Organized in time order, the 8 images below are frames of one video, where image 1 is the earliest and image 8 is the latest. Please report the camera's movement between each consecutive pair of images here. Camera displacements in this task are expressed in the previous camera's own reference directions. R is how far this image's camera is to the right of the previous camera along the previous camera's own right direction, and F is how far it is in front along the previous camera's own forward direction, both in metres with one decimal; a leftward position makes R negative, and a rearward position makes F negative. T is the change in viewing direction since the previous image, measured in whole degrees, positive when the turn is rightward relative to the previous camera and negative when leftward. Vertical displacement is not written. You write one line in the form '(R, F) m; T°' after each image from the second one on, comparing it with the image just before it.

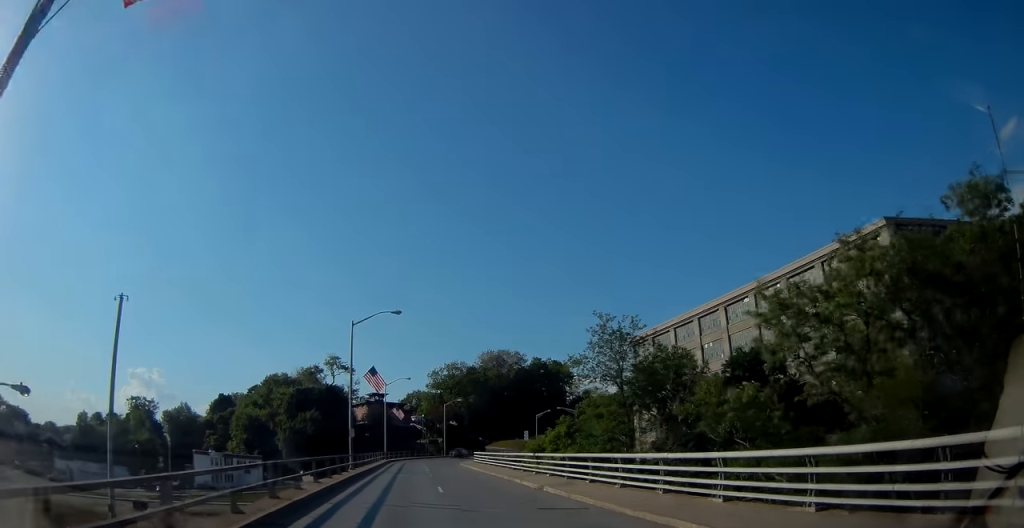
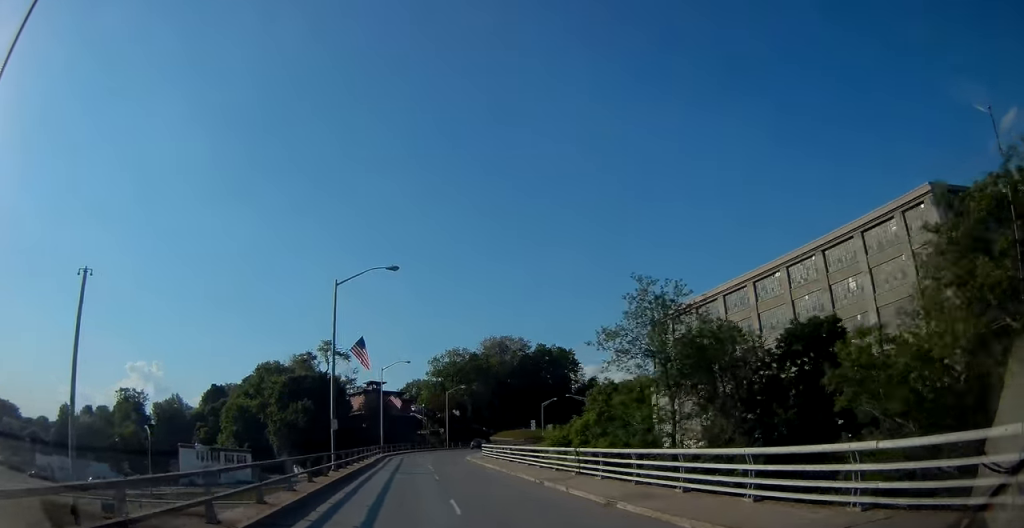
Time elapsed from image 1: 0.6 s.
(0.0, +7.6) m; 0°
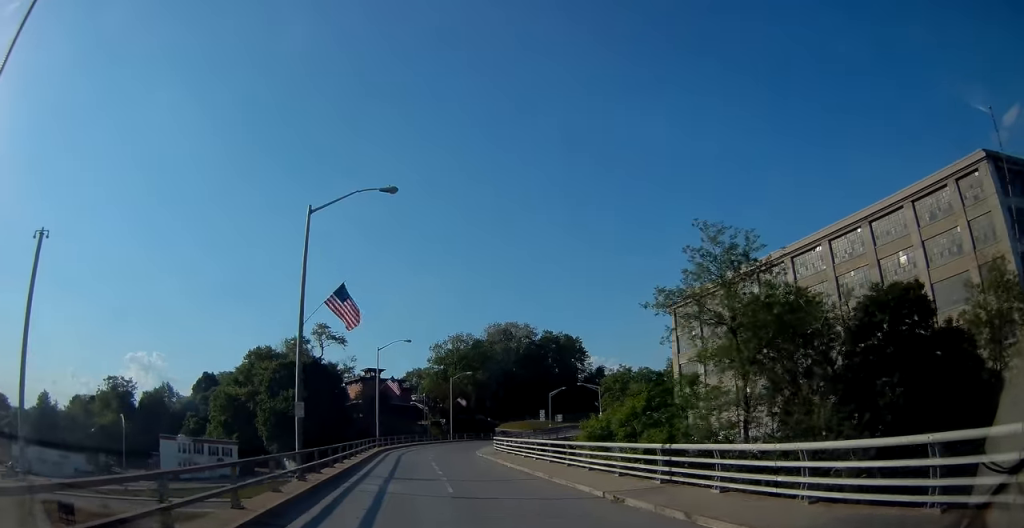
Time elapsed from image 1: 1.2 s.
(0.0, +8.3) m; 0°
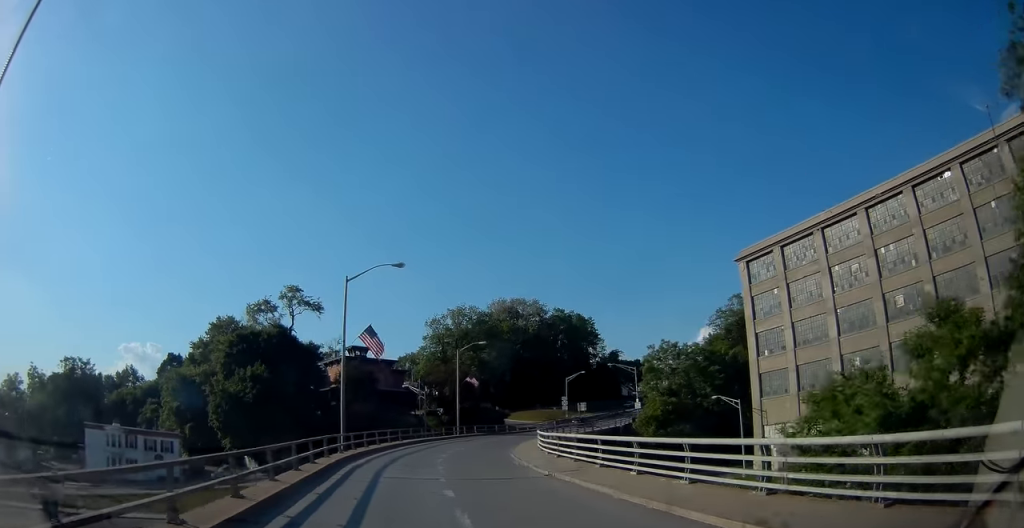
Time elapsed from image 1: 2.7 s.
(+0.1, +21.2) m; +1°
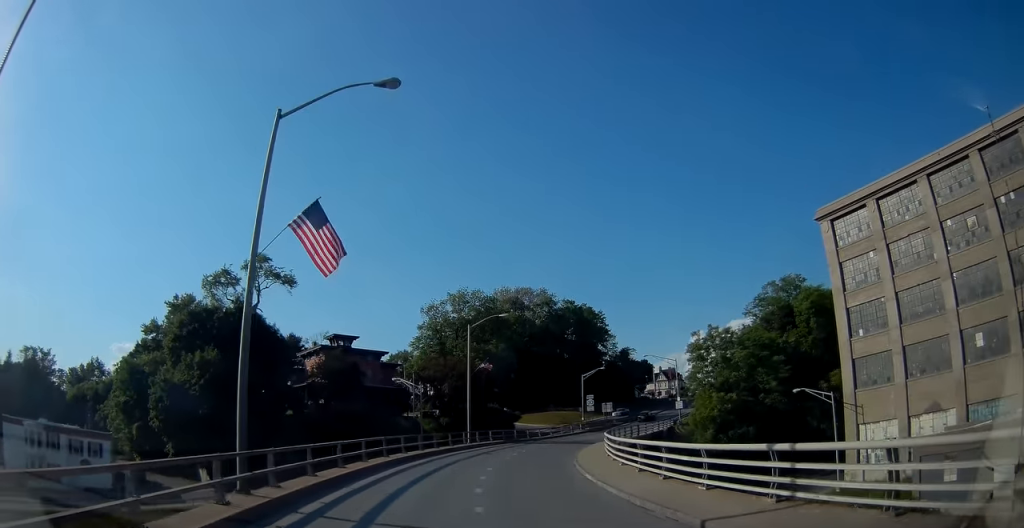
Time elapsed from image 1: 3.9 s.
(+0.3, +16.3) m; +4°
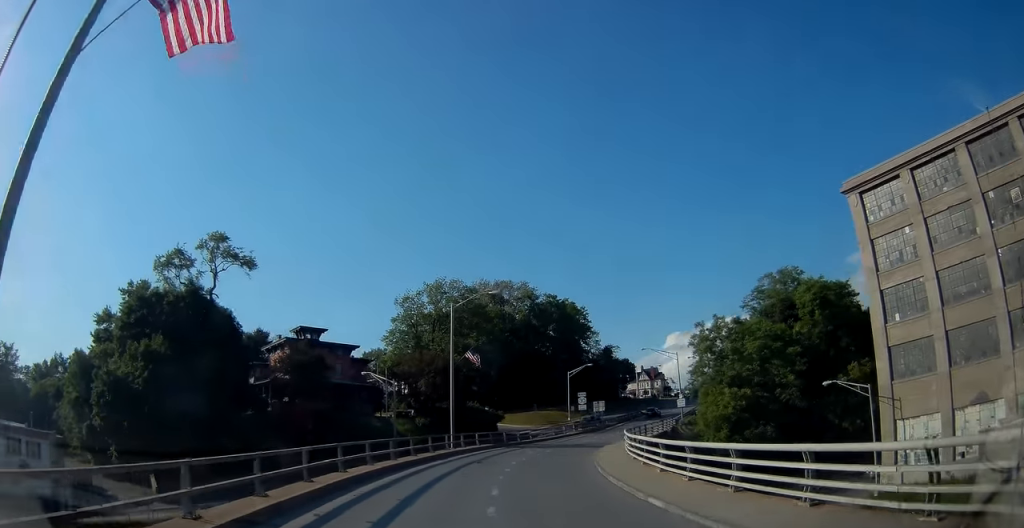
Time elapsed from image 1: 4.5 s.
(+0.1, +7.6) m; +3°
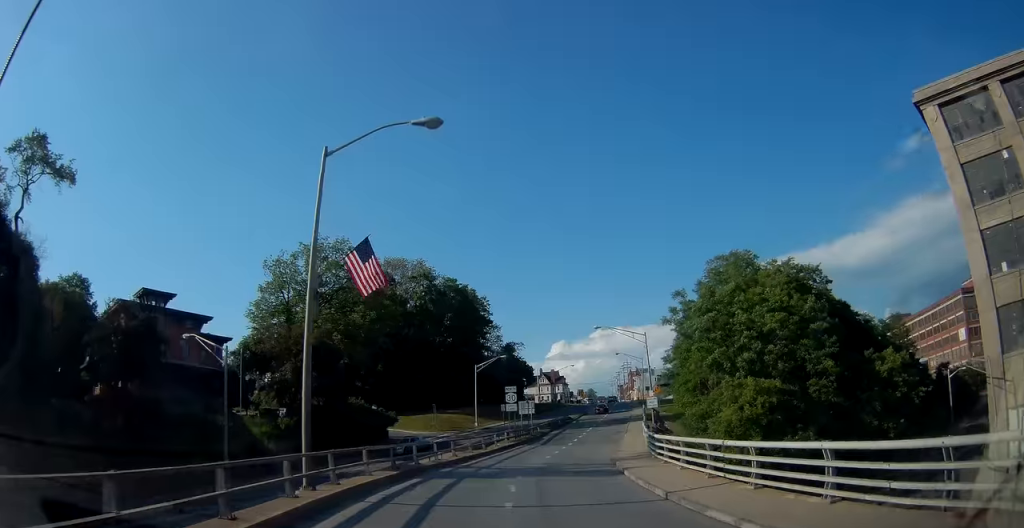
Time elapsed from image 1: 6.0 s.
(+2.0, +20.1) m; +12°
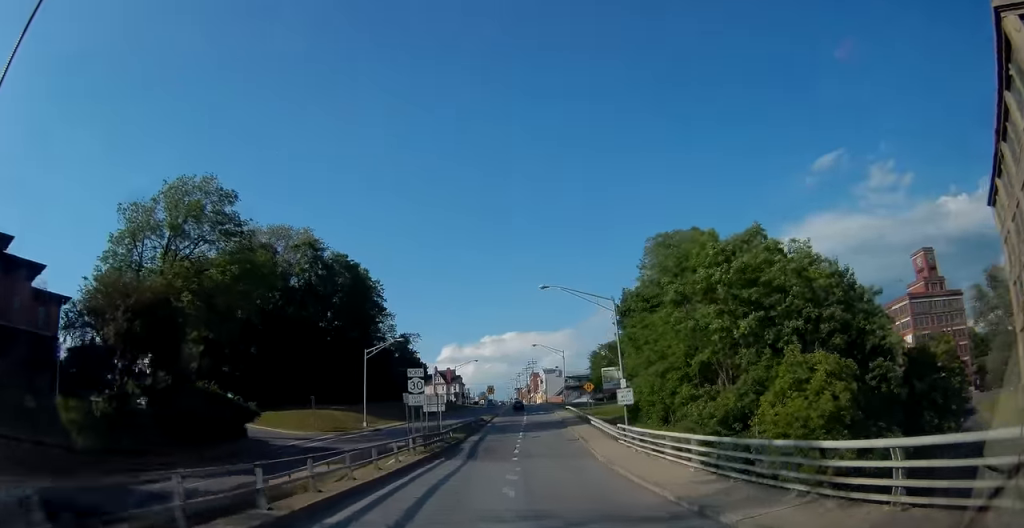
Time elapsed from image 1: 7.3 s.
(+1.4, +15.7) m; +10°
